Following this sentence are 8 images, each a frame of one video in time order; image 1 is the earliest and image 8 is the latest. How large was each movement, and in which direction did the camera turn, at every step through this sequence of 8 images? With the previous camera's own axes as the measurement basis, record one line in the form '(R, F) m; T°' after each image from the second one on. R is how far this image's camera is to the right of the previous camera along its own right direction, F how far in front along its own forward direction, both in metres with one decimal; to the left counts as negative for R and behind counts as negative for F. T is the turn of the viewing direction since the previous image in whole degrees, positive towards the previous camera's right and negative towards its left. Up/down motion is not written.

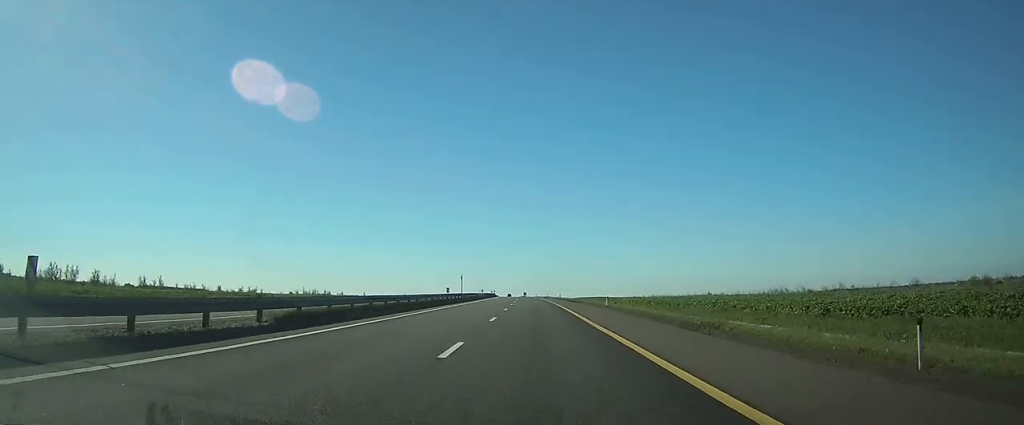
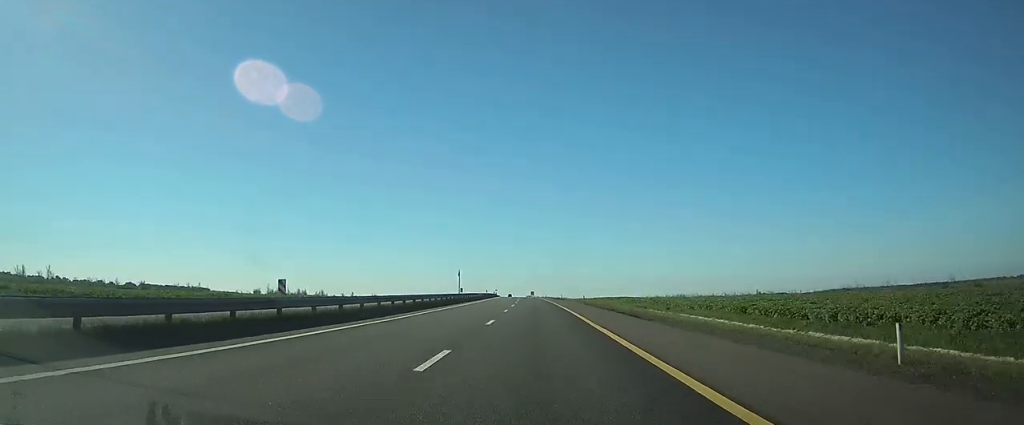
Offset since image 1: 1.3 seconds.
(-0.2, +37.6) m; -1°
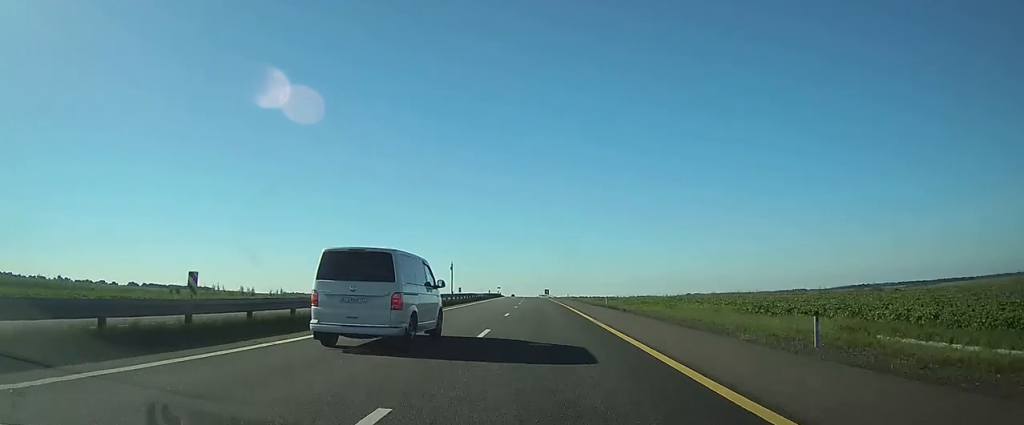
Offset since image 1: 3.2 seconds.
(-0.7, +53.5) m; -1°
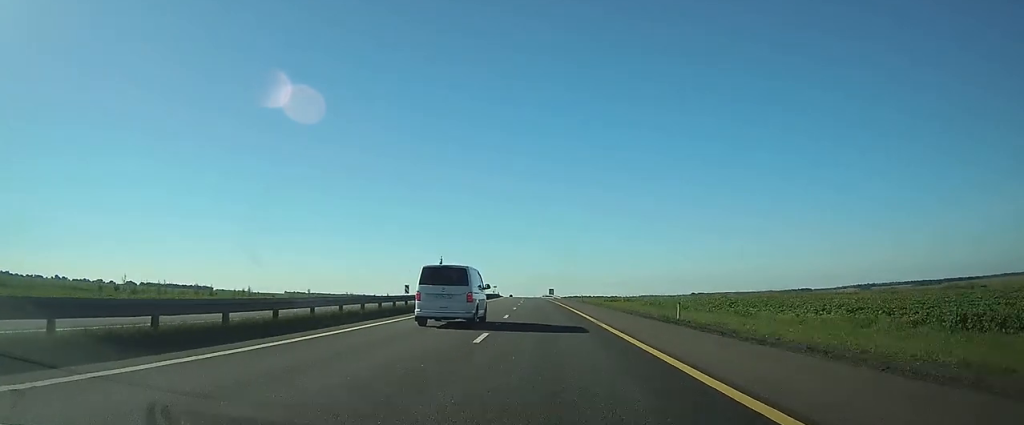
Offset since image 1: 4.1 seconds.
(-0.2, +25.4) m; -1°
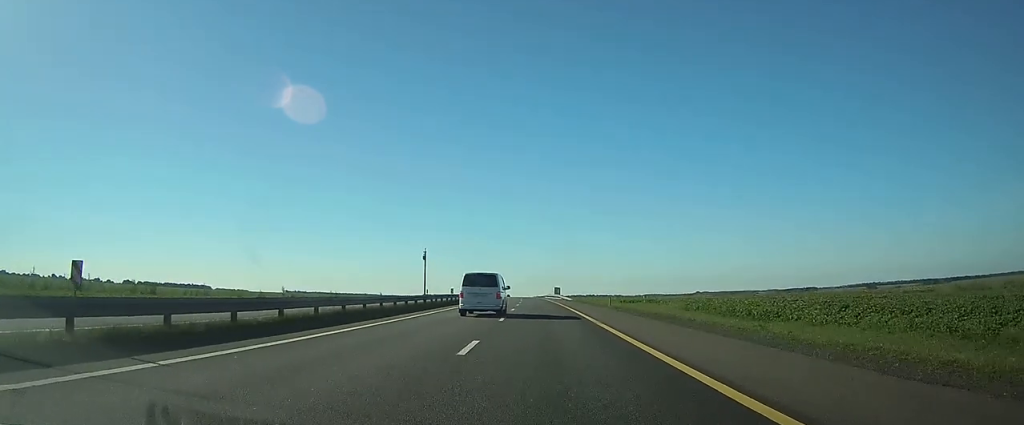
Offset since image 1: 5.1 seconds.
(-0.1, +26.3) m; 0°
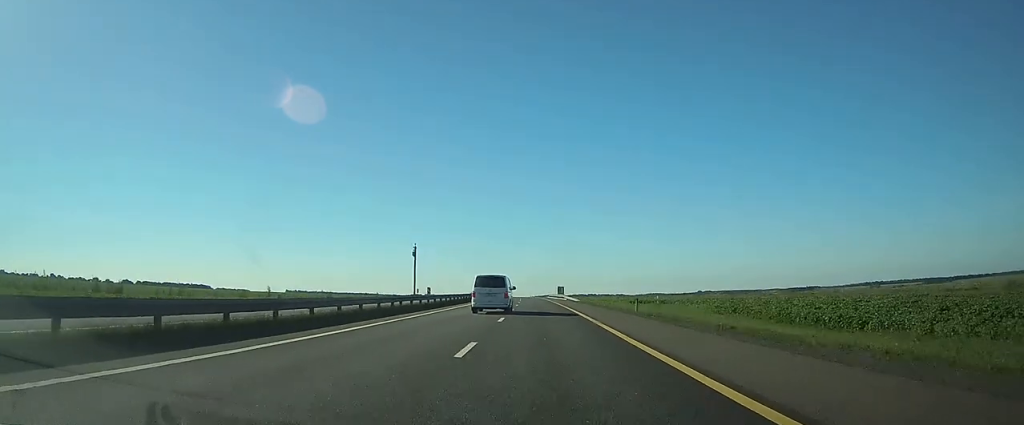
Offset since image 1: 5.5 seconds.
(0.0, +12.2) m; 0°
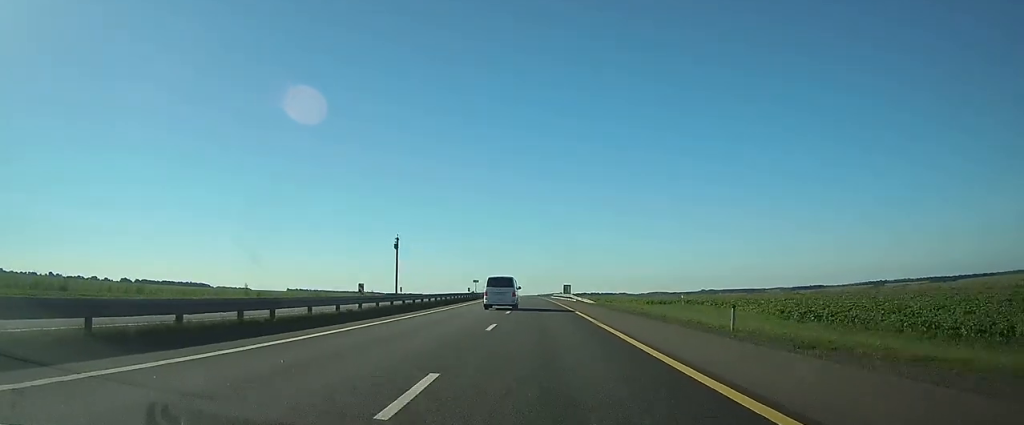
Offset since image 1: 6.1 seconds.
(0.0, +17.0) m; 0°
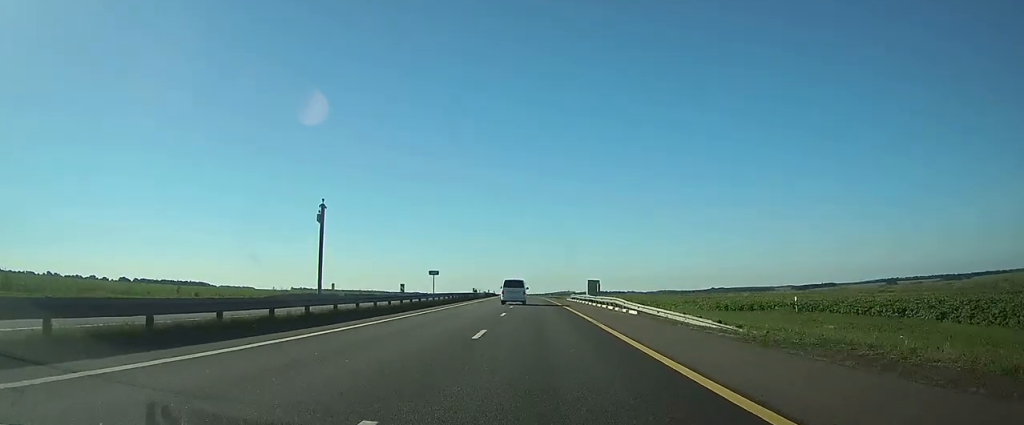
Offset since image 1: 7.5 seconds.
(-0.2, +38.9) m; -1°
